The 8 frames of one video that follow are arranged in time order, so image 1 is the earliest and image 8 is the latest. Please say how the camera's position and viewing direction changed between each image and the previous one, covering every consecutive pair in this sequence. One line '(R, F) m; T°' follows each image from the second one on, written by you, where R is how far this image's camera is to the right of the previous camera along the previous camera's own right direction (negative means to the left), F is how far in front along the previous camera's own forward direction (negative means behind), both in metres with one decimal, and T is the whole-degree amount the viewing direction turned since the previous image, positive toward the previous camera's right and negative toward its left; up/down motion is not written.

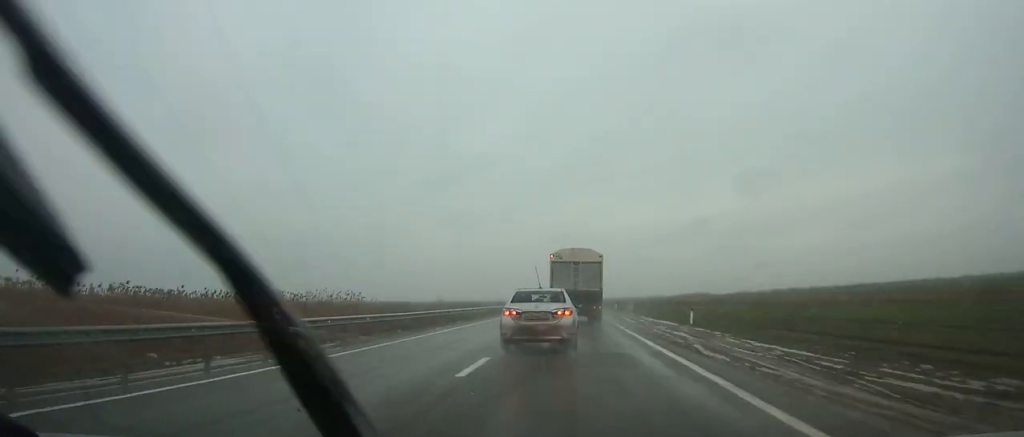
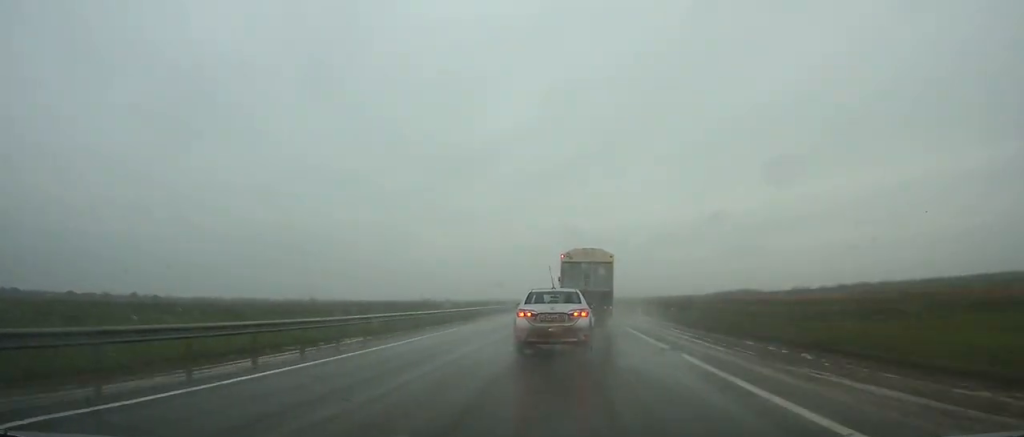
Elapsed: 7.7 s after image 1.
(+0.5, +127.4) m; 0°
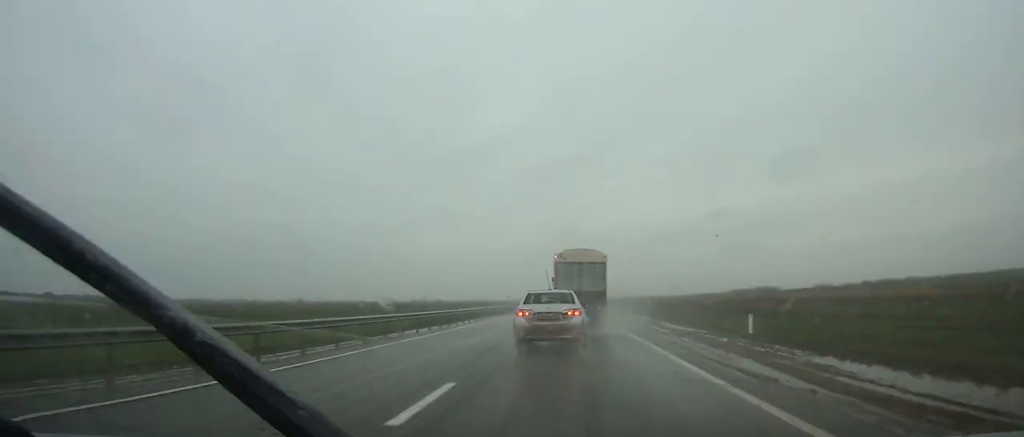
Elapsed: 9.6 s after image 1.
(+0.2, +31.8) m; 0°
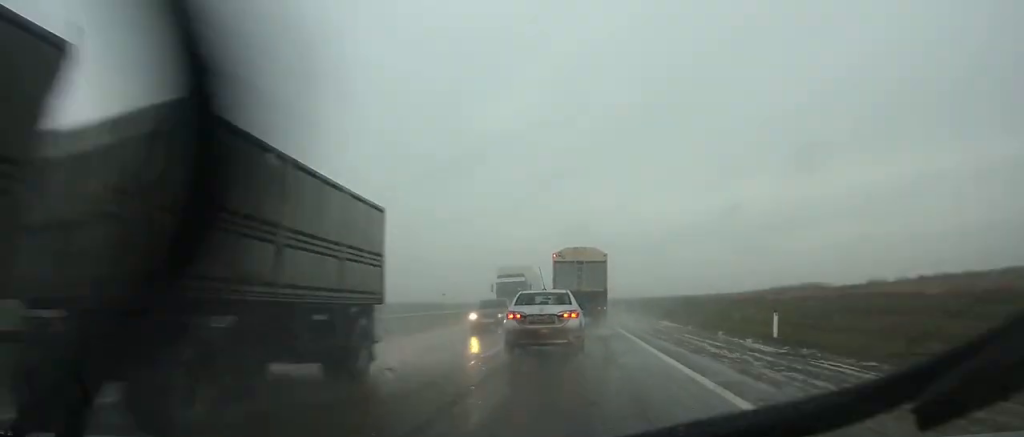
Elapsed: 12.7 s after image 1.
(-0.3, +52.3) m; 0°
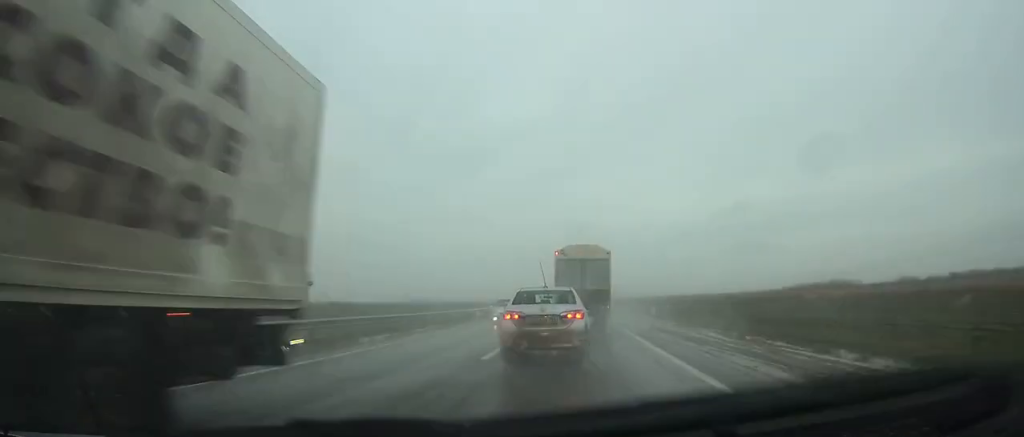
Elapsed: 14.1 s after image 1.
(+0.1, +23.6) m; 0°
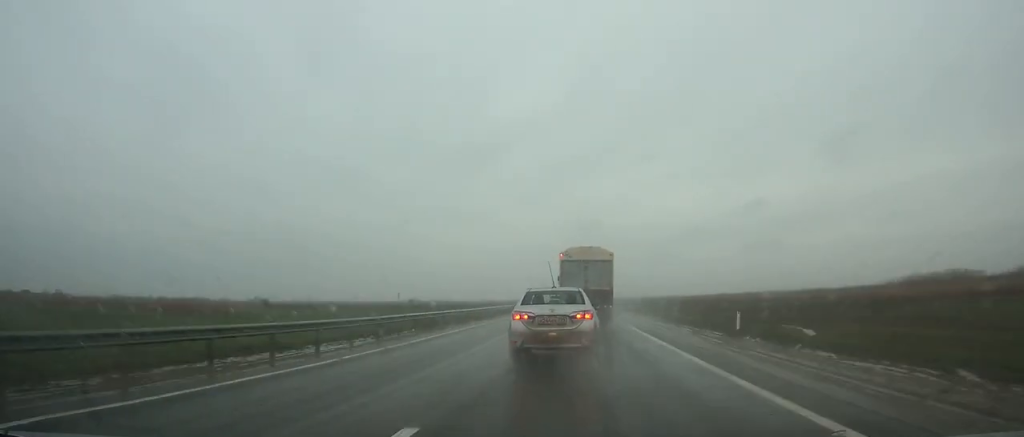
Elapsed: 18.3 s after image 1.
(-0.2, +70.5) m; 0°
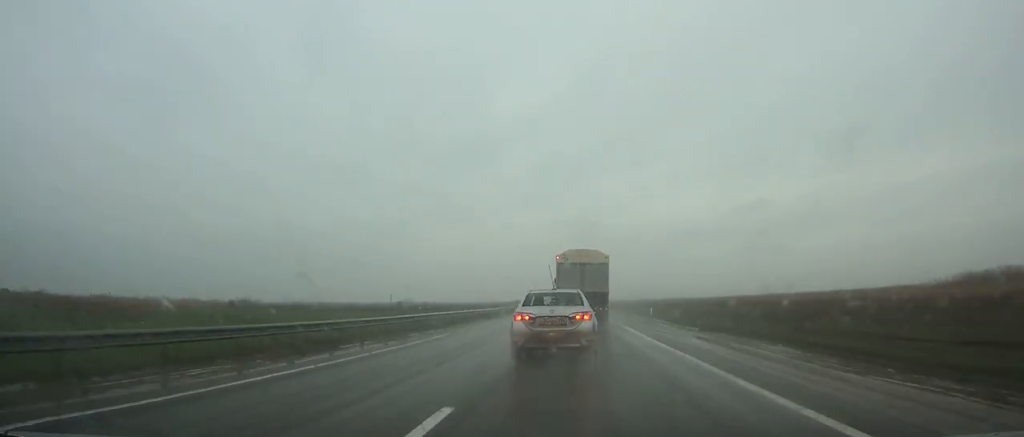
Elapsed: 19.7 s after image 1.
(0.0, +23.3) m; 0°
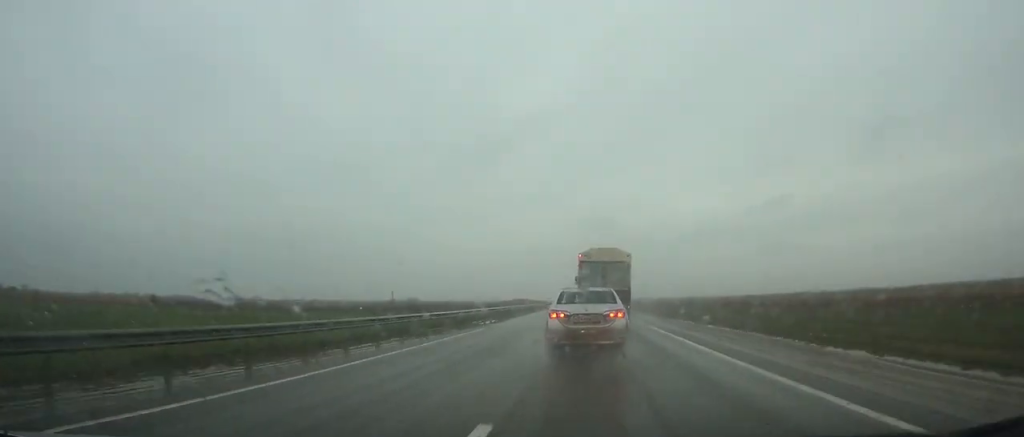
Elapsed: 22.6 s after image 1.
(+0.1, +48.1) m; 0°
